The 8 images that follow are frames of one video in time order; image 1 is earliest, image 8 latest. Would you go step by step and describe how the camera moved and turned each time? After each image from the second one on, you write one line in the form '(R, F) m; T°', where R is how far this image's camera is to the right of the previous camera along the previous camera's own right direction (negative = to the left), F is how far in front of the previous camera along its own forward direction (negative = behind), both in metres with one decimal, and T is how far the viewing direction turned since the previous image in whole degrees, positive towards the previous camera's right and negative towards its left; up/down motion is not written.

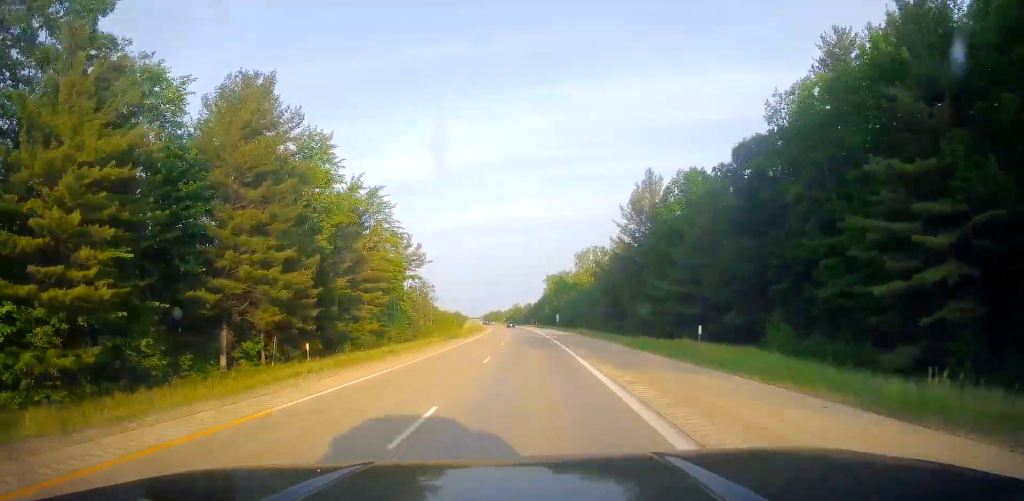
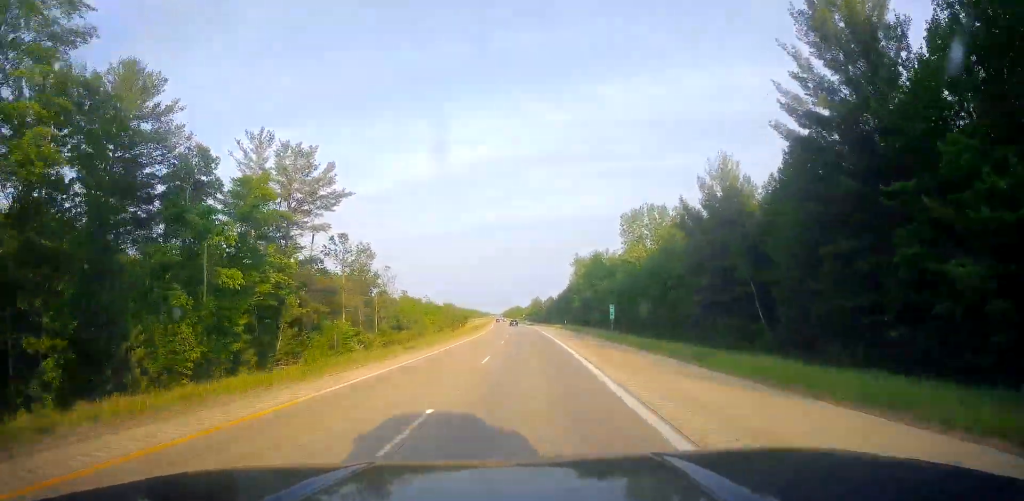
(-1.4, +61.1) m; -2°
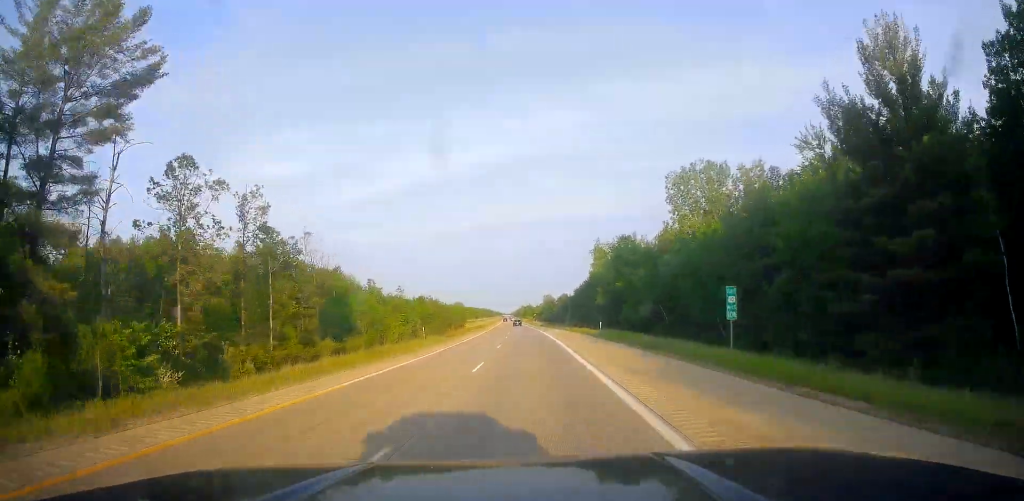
(+0.2, +33.5) m; -1°
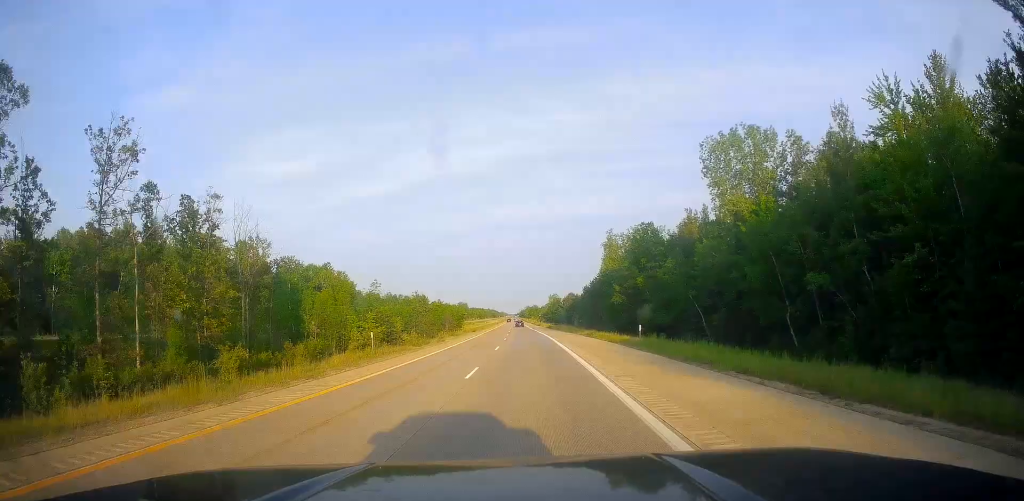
(-0.3, +16.8) m; -1°
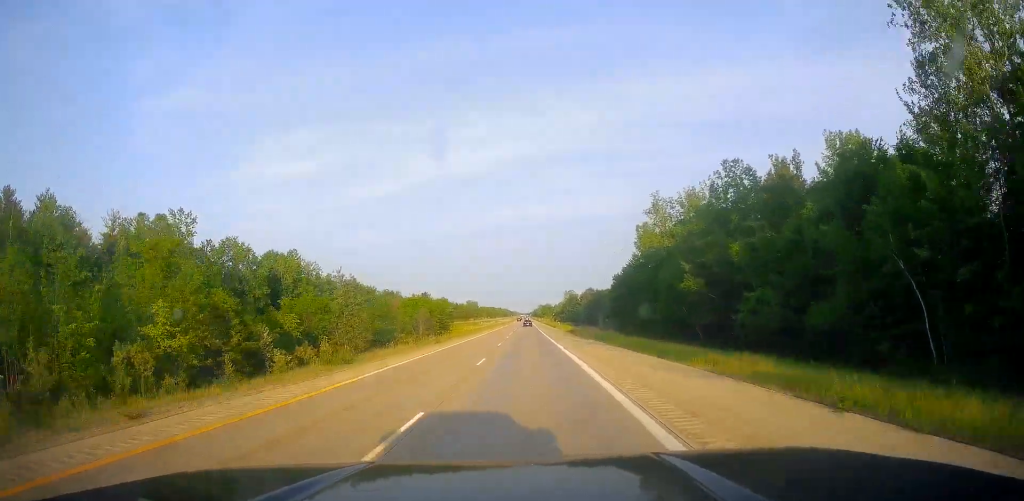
(-0.4, +40.9) m; -2°
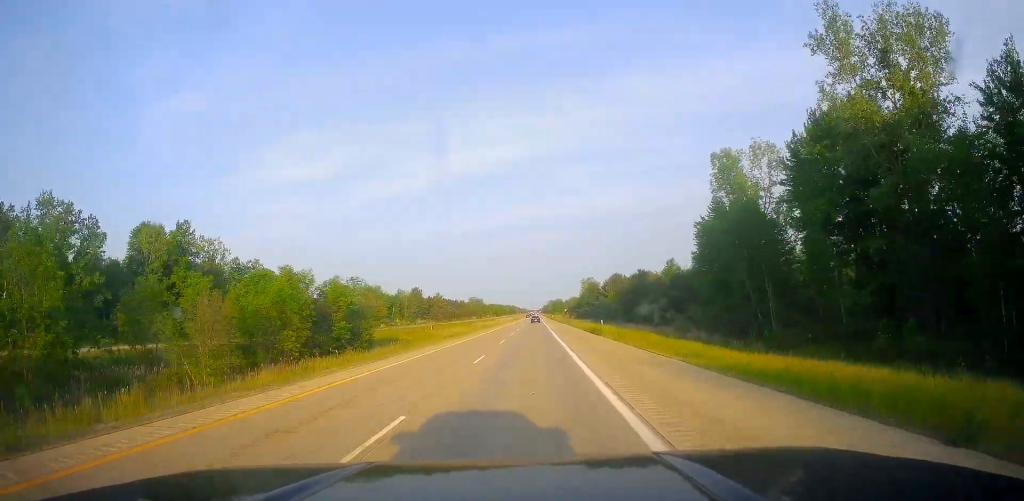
(-1.3, +61.4) m; -1°
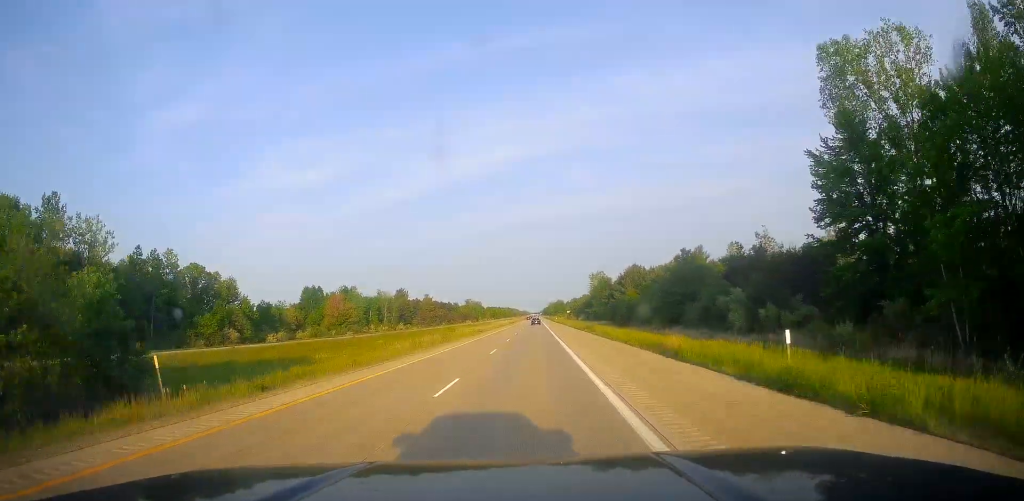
(0.0, +38.4) m; 0°
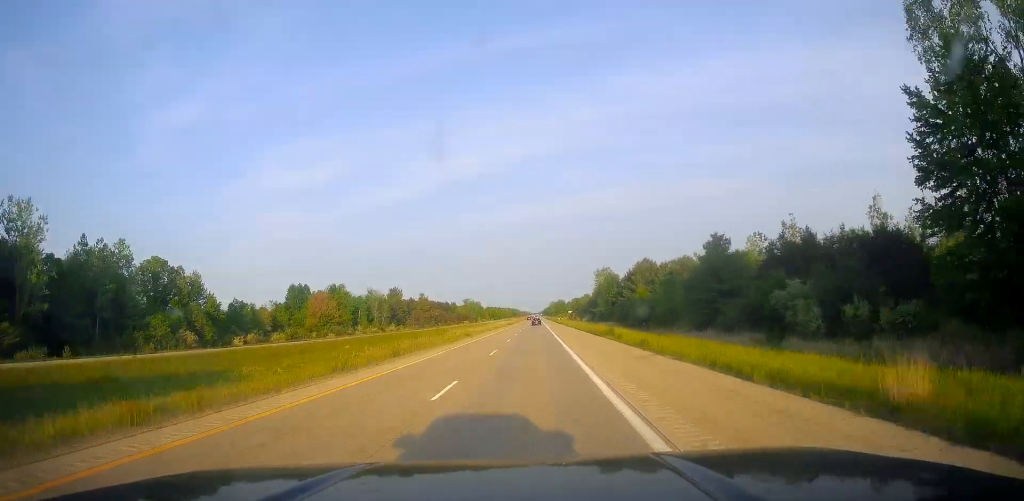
(0.0, +15.6) m; 0°
